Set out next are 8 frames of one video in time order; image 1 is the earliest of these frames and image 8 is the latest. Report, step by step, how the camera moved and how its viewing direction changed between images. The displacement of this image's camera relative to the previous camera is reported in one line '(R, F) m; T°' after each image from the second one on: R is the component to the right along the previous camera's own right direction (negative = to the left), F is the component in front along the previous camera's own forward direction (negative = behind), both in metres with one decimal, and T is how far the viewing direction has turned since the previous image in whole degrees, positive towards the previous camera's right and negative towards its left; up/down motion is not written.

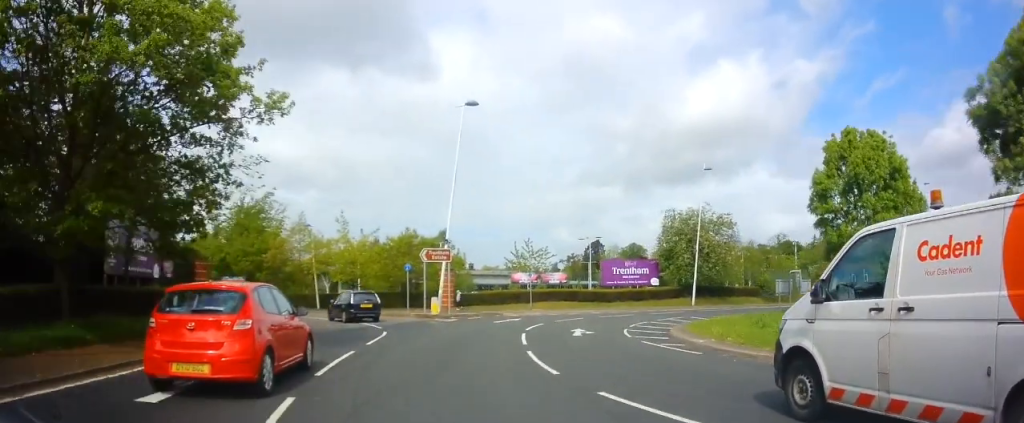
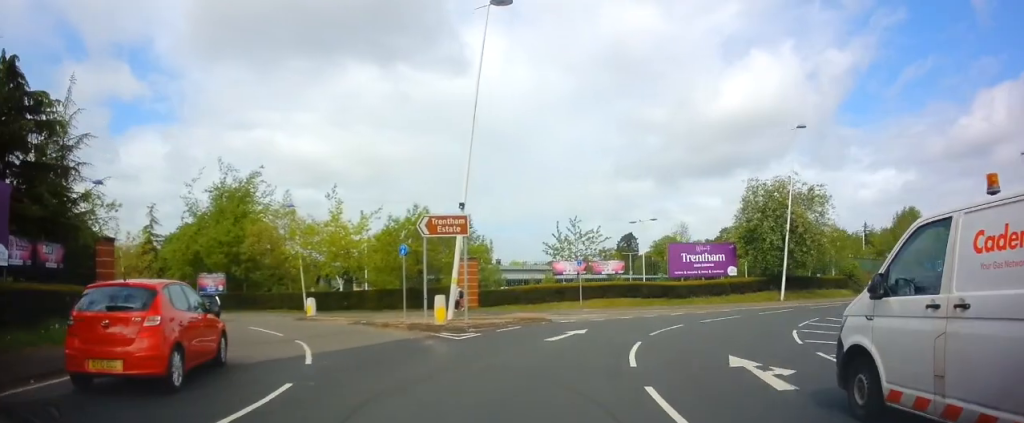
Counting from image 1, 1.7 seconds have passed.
(+0.2, +11.7) m; 0°
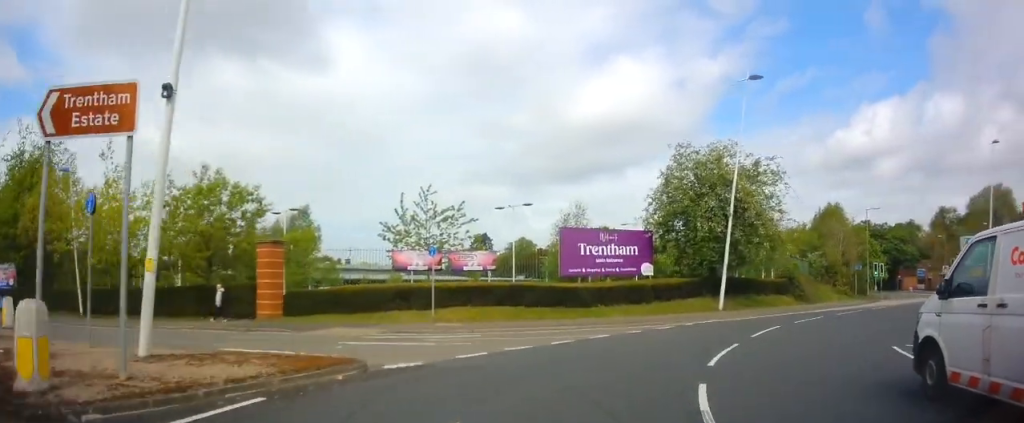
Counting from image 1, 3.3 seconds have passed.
(+0.5, +11.8) m; +15°
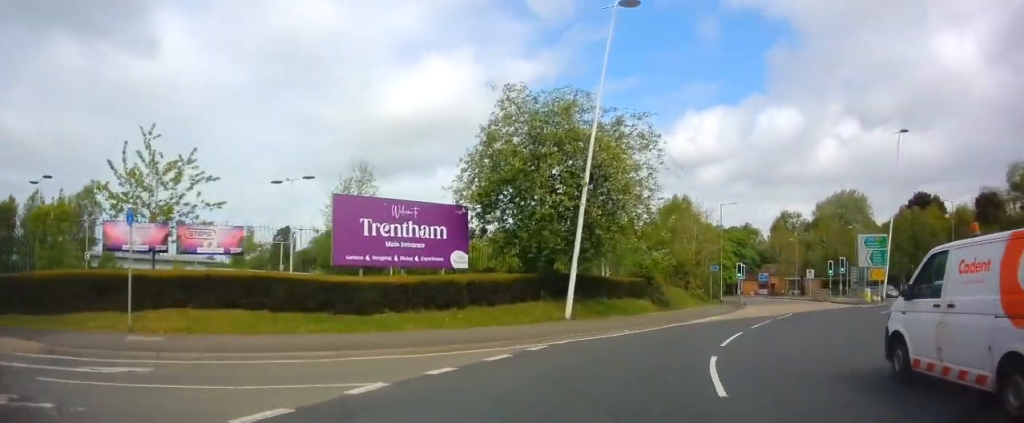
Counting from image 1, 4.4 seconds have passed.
(+1.6, +8.9) m; +21°
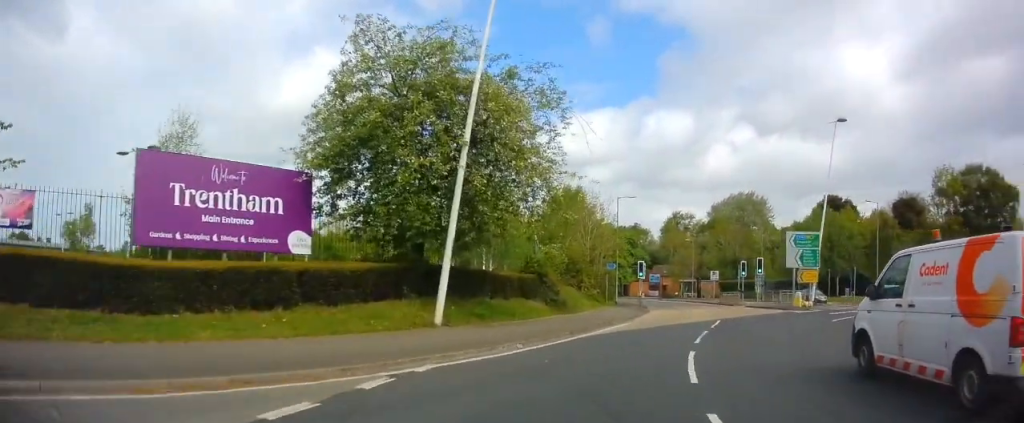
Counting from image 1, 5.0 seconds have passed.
(+0.6, +5.3) m; +11°
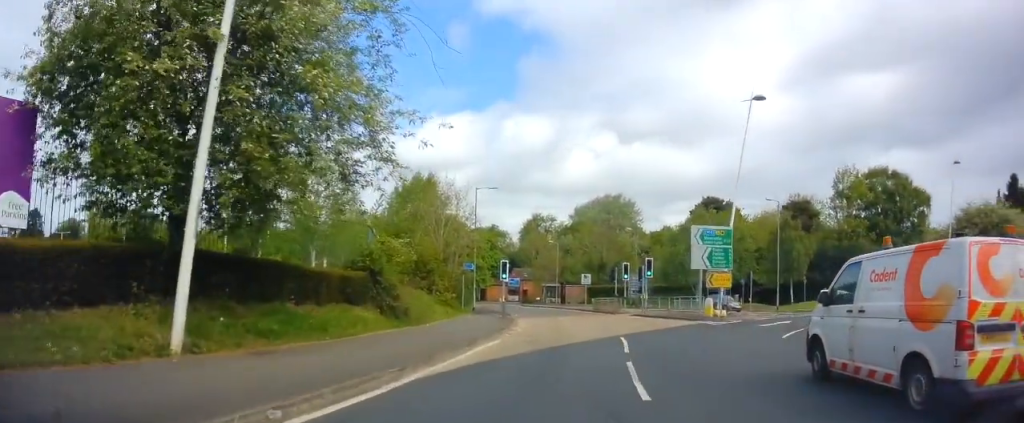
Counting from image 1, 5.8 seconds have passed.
(+0.6, +6.6) m; +11°
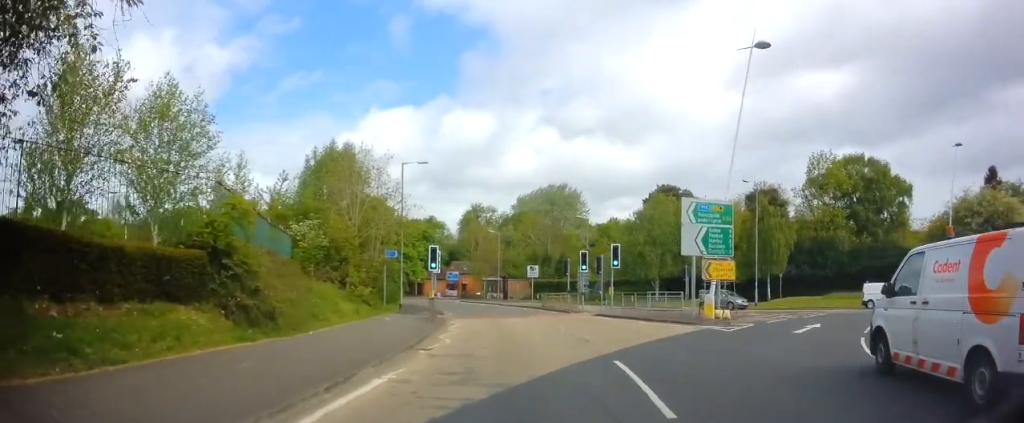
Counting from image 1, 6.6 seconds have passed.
(+0.6, +7.0) m; +7°
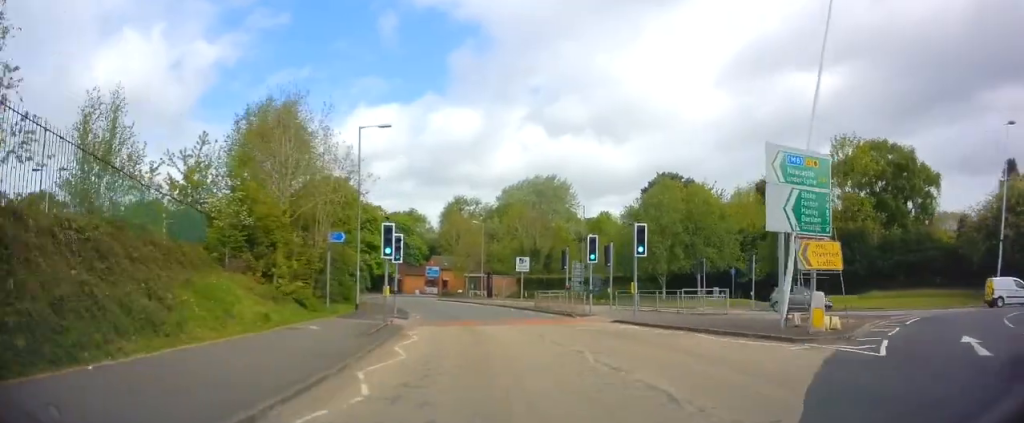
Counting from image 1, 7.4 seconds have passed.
(+0.3, +8.1) m; +2°
